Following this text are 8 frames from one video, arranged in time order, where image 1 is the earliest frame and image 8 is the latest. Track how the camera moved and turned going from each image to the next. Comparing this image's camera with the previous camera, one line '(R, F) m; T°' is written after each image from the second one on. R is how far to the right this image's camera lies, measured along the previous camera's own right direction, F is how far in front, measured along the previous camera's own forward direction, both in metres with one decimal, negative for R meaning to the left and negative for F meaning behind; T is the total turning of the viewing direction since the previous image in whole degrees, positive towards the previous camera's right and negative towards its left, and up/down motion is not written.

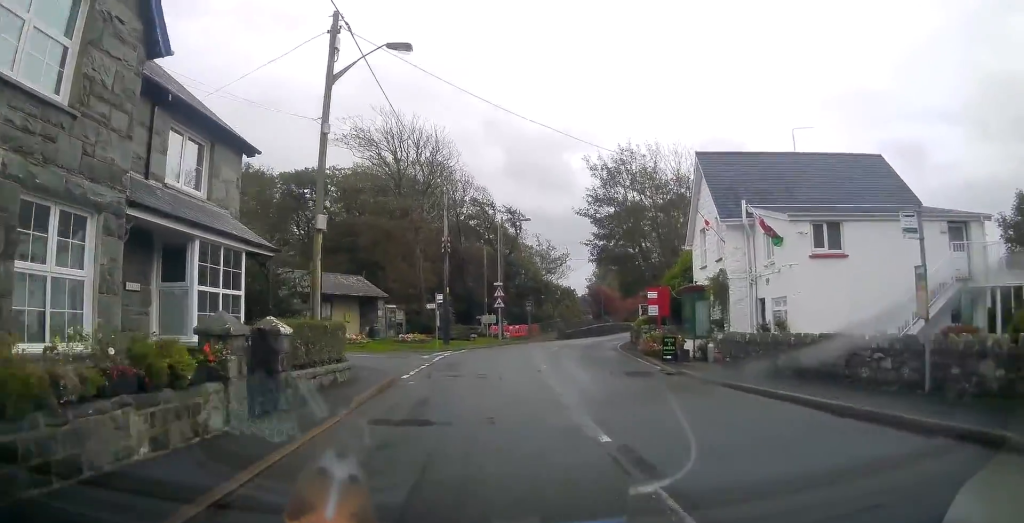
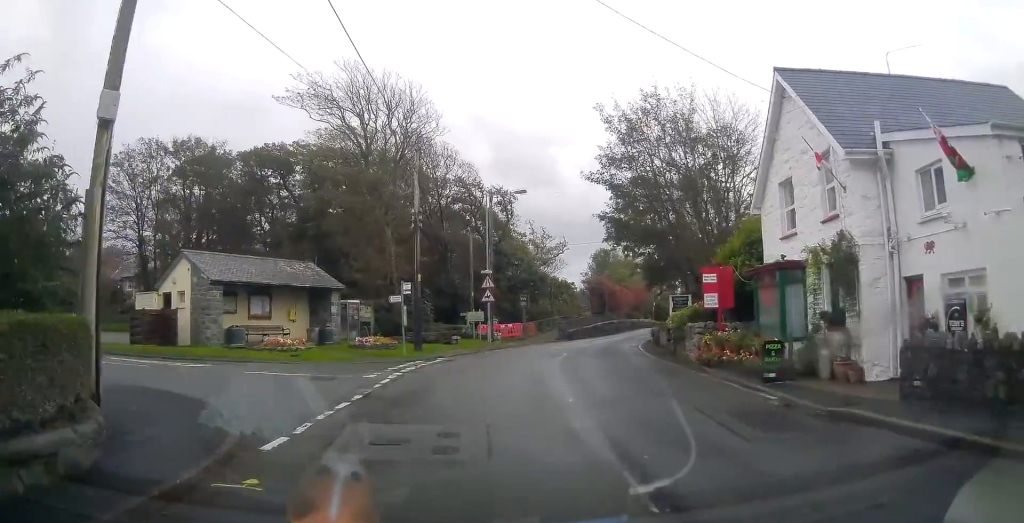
(0.0, +8.6) m; +1°
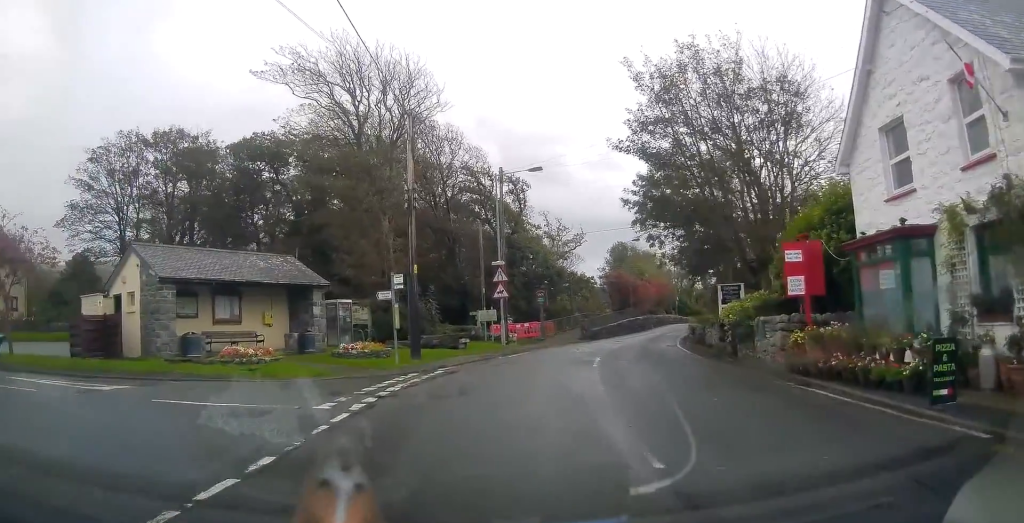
(+0.1, +5.3) m; +1°
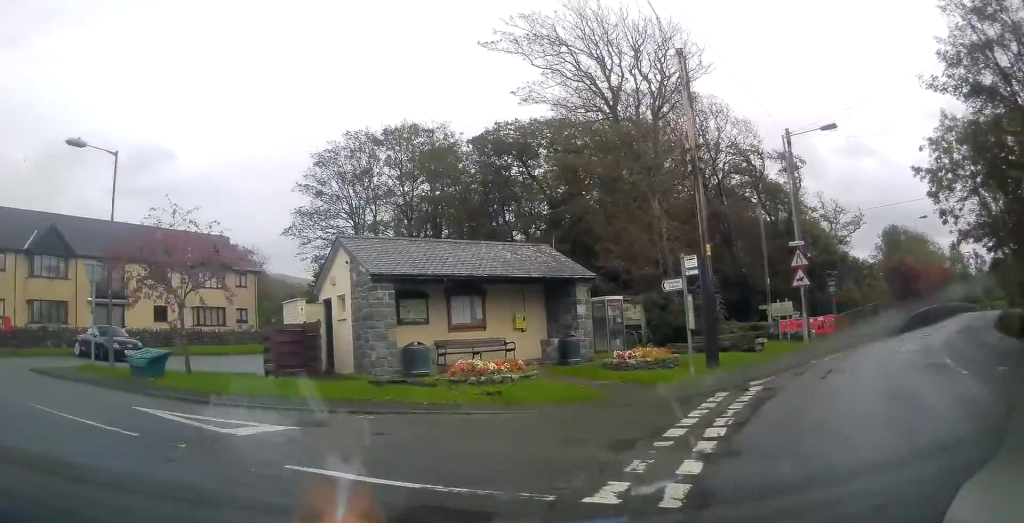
(-0.4, +5.5) m; -21°
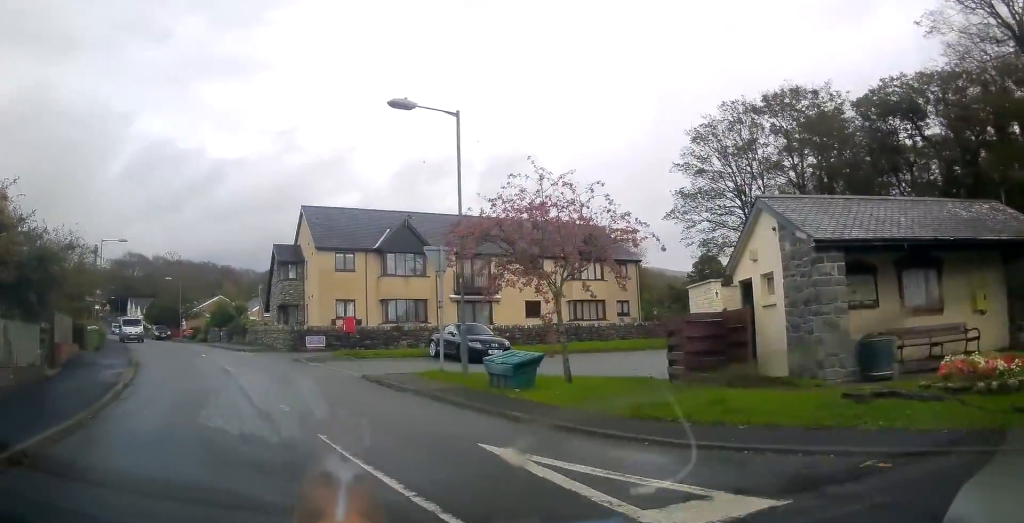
(-1.5, +3.9) m; -39°
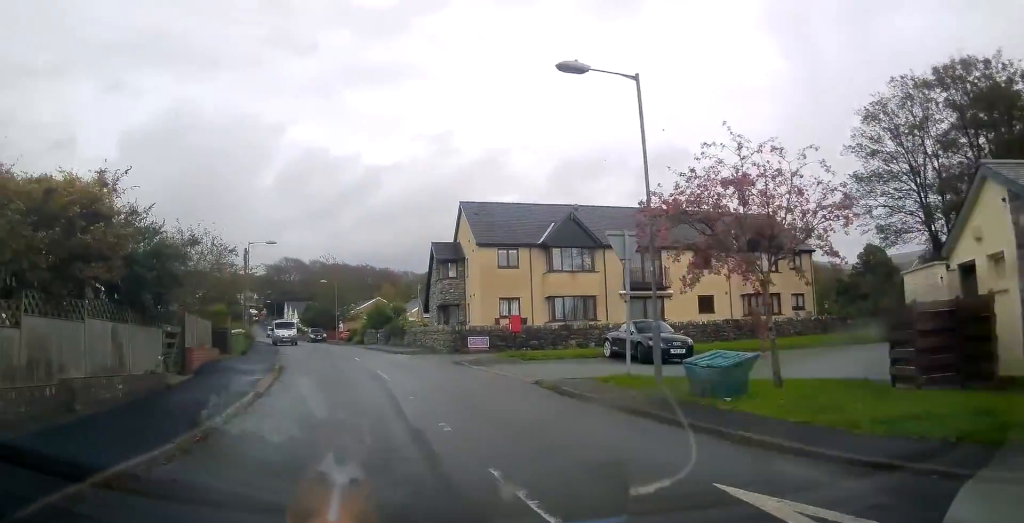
(-0.3, +2.0) m; -14°
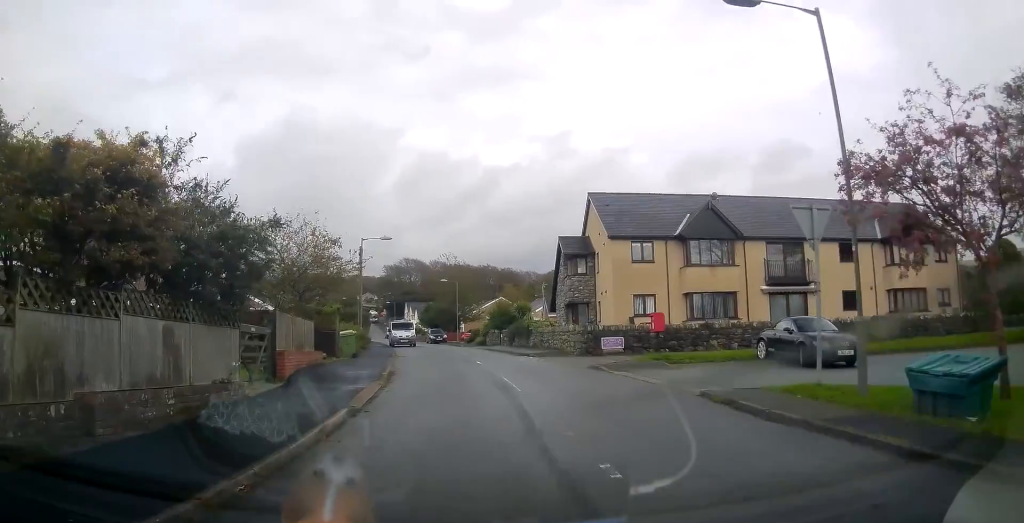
(-0.3, +2.4) m; -9°
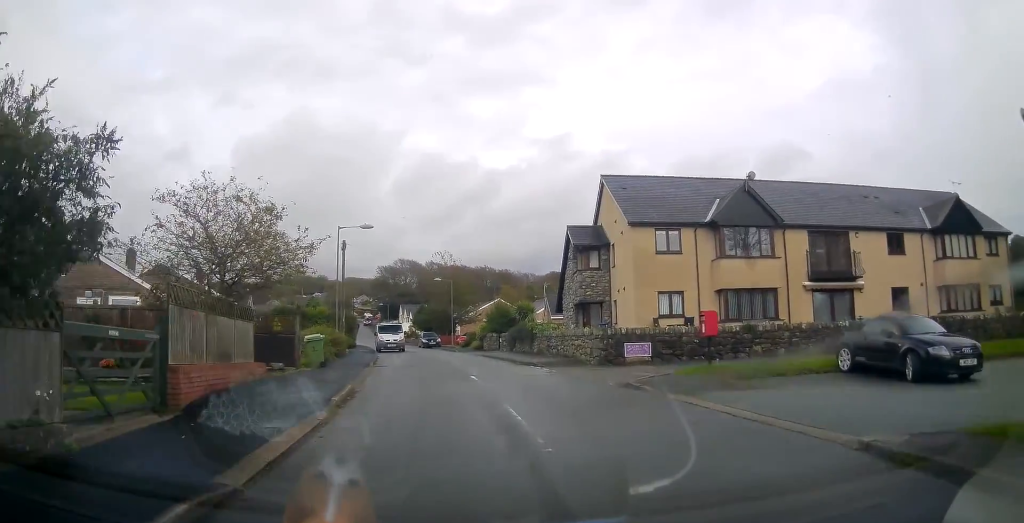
(-0.4, +4.8) m; 0°
